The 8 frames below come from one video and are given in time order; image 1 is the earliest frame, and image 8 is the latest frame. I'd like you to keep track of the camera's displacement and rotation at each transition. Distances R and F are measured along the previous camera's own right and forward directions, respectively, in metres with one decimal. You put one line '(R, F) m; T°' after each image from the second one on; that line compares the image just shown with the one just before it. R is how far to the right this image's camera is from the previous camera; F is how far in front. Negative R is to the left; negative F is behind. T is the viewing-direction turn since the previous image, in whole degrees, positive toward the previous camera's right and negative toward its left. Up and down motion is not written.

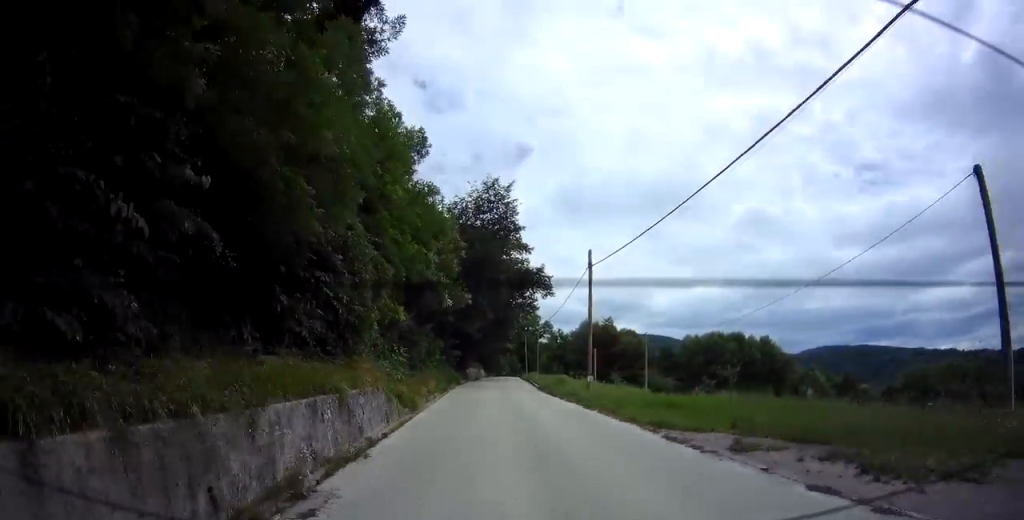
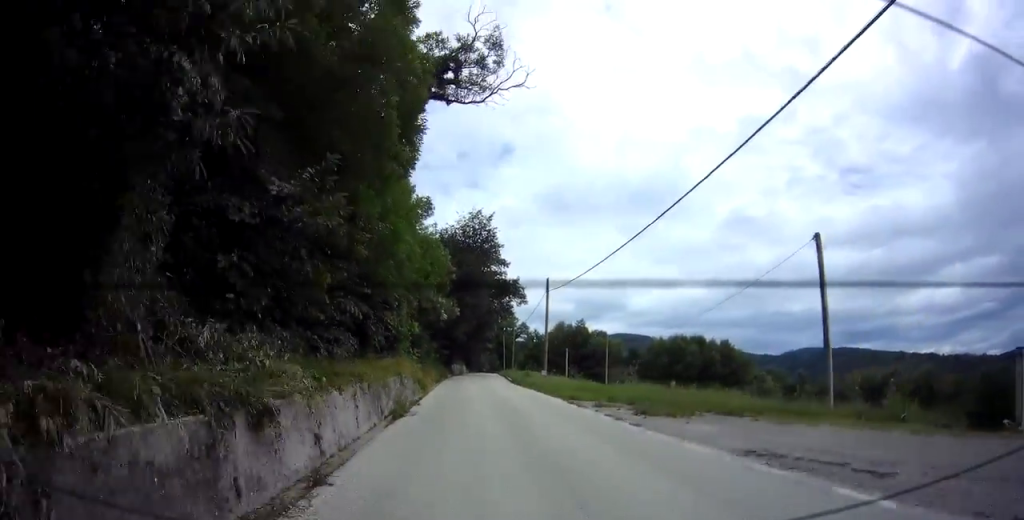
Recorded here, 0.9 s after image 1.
(+0.5, +9.4) m; +1°
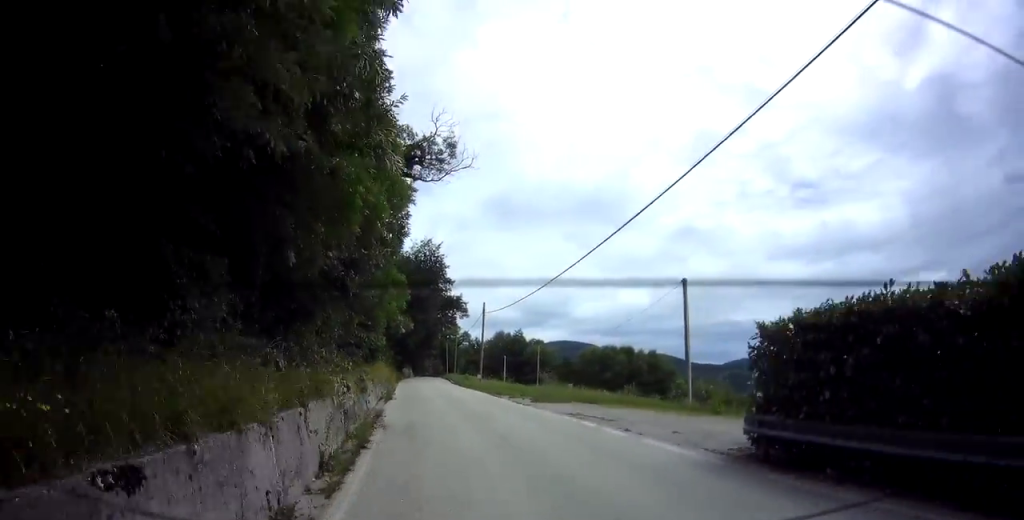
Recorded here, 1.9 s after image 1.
(-0.4, +9.7) m; +7°
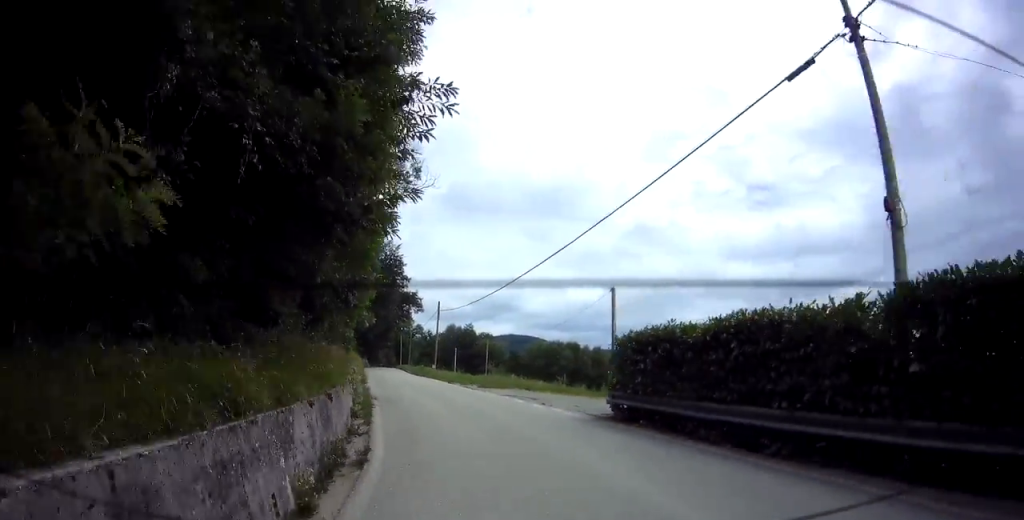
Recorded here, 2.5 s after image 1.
(+1.1, +5.9) m; +8°
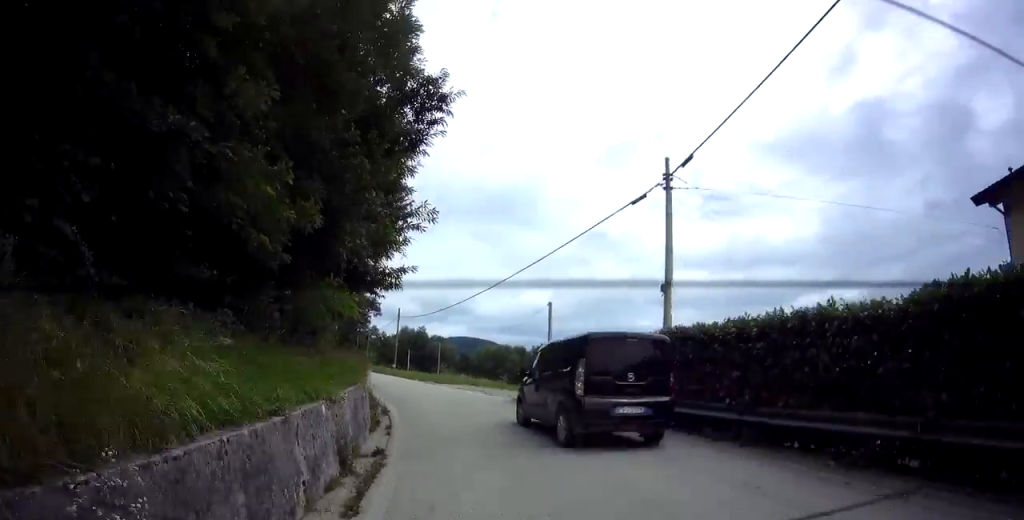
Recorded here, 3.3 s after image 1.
(+0.4, +7.2) m; +7°
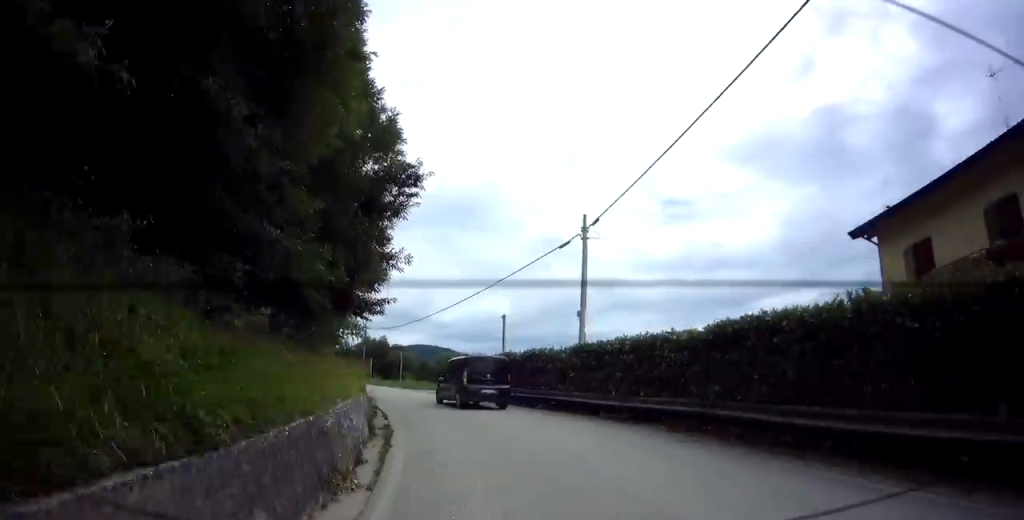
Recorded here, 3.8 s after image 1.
(-0.3, +4.8) m; +4°
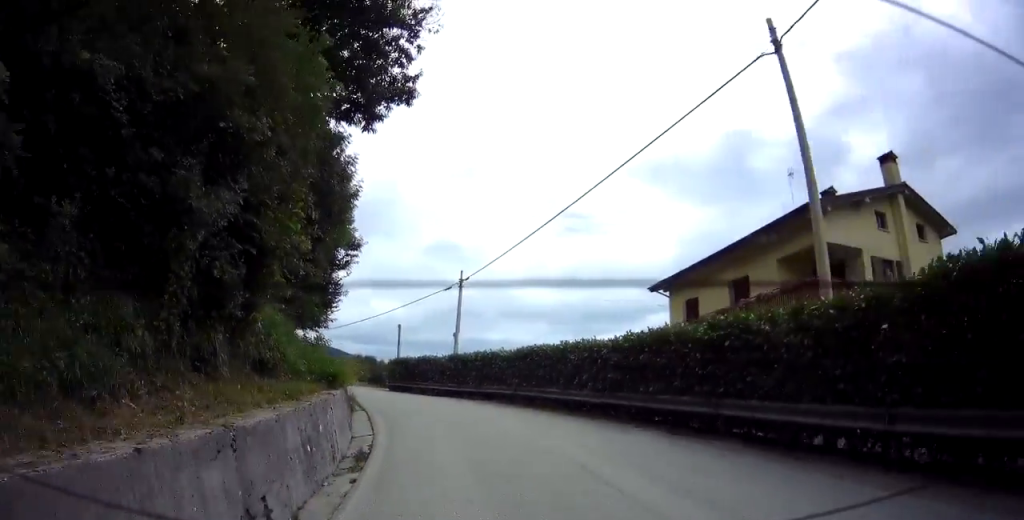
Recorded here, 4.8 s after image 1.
(+1.2, +10.5) m; +11°
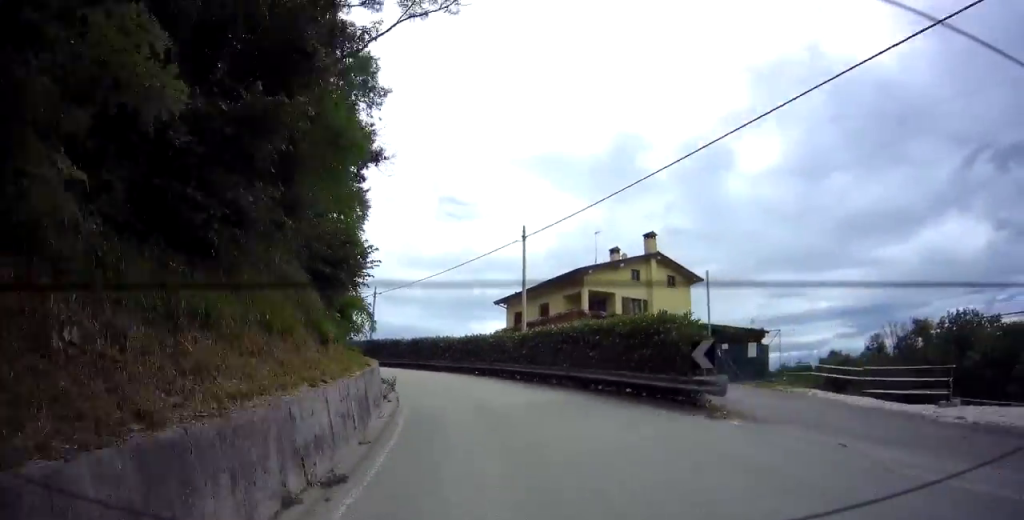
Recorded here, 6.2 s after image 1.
(+2.3, +17.7) m; +11°
